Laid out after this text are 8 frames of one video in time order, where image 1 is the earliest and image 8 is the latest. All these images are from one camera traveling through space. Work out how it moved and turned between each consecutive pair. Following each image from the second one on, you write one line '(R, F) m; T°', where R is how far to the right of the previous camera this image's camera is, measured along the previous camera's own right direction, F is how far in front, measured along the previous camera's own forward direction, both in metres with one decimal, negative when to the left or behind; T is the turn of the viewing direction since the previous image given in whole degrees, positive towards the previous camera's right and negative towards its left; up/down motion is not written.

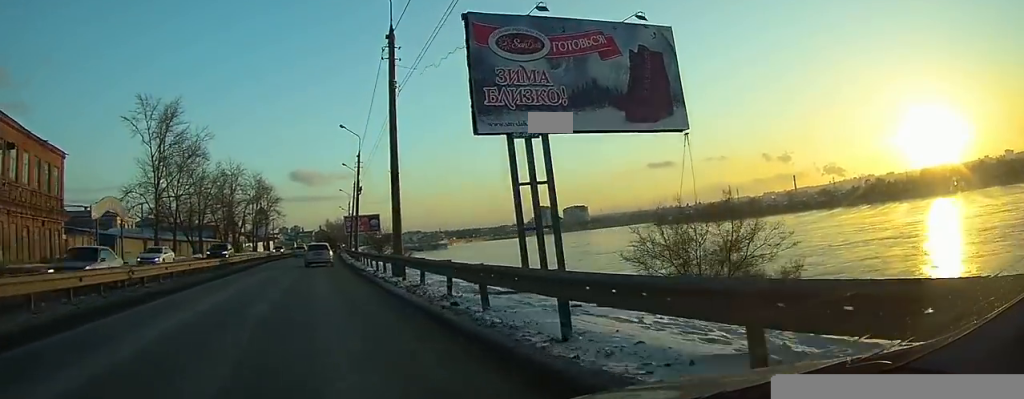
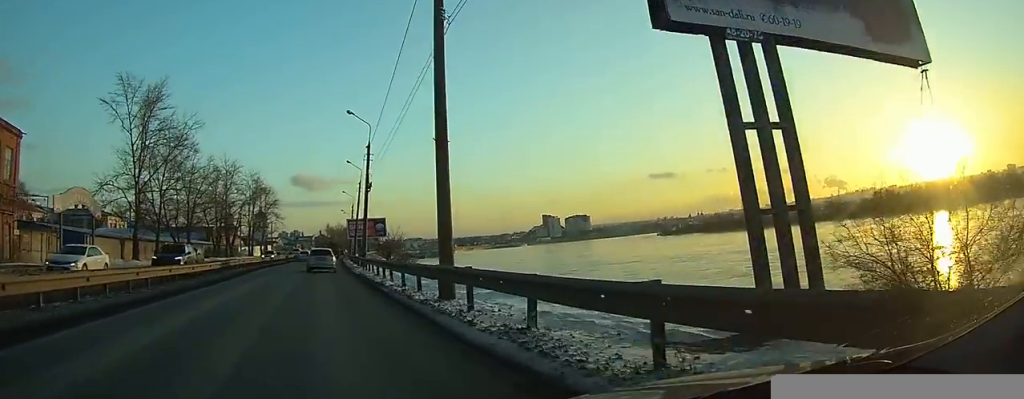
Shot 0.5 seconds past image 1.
(0.0, +7.8) m; 0°
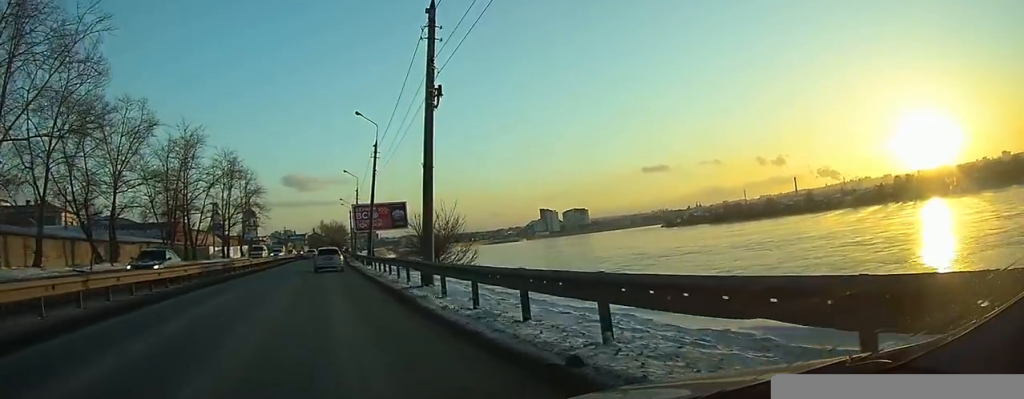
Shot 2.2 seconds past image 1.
(-0.1, +26.7) m; 0°
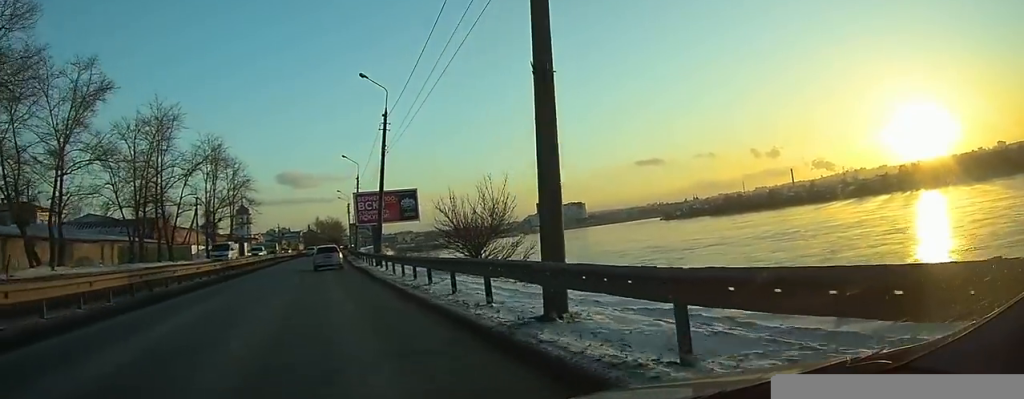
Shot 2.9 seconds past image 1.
(0.0, +10.1) m; 0°
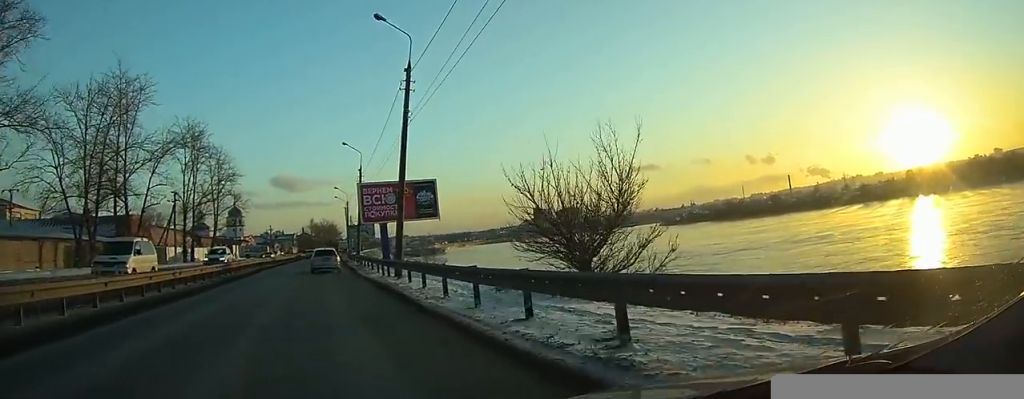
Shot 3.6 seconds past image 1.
(+0.1, +11.0) m; +1°
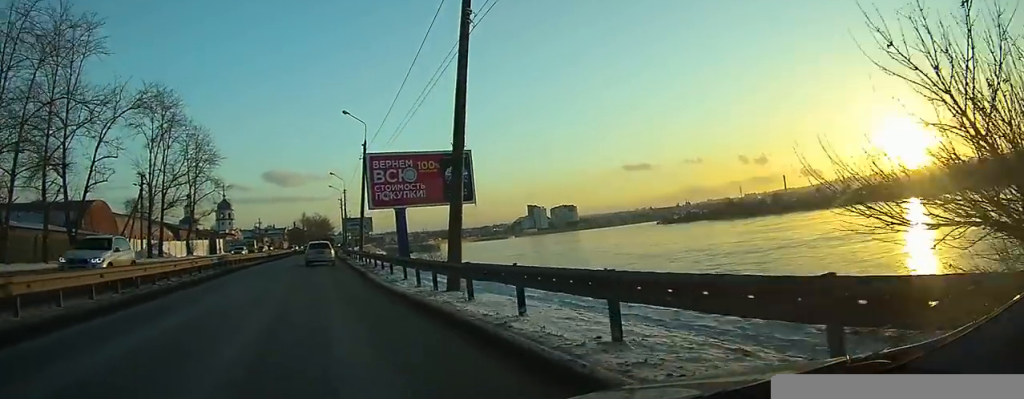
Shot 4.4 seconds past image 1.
(0.0, +11.9) m; 0°
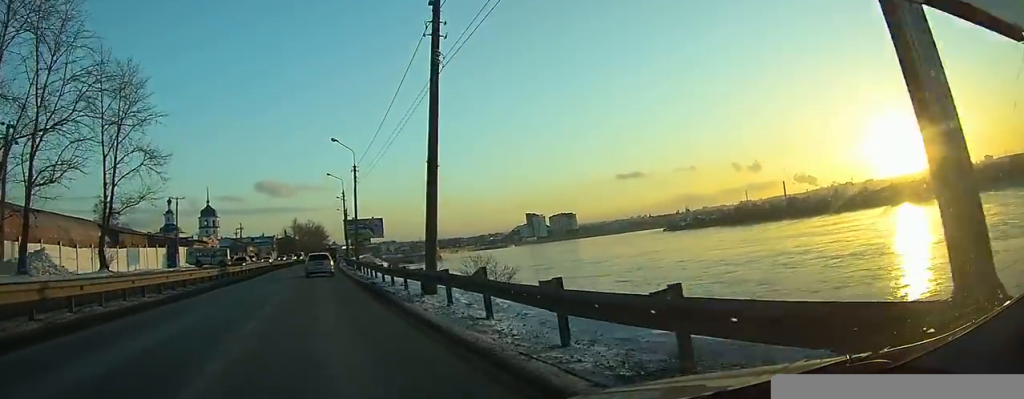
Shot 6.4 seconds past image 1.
(+0.1, +28.7) m; +1°
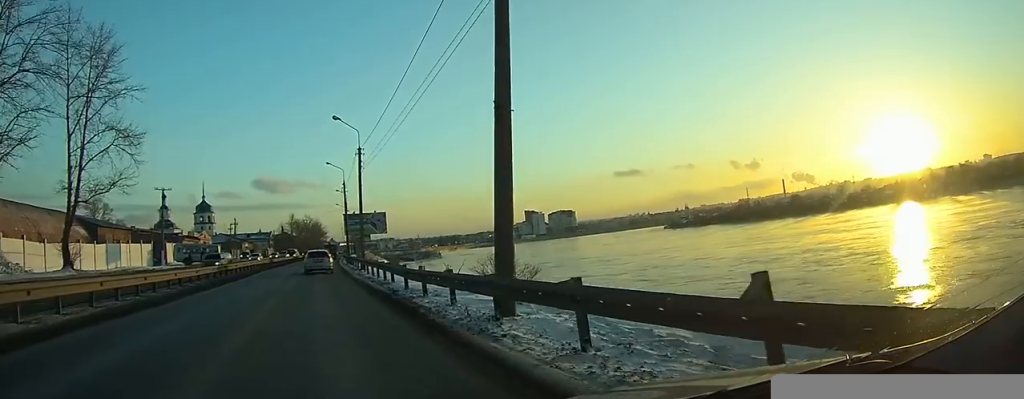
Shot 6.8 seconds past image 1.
(0.0, +6.5) m; 0°
